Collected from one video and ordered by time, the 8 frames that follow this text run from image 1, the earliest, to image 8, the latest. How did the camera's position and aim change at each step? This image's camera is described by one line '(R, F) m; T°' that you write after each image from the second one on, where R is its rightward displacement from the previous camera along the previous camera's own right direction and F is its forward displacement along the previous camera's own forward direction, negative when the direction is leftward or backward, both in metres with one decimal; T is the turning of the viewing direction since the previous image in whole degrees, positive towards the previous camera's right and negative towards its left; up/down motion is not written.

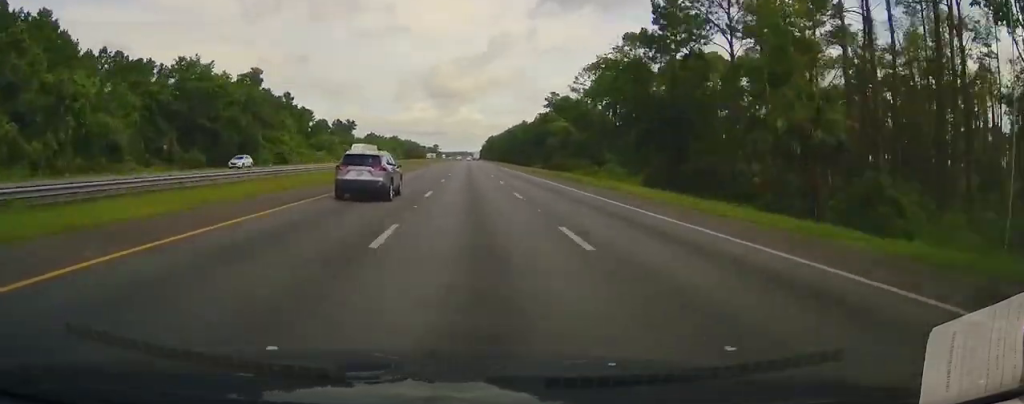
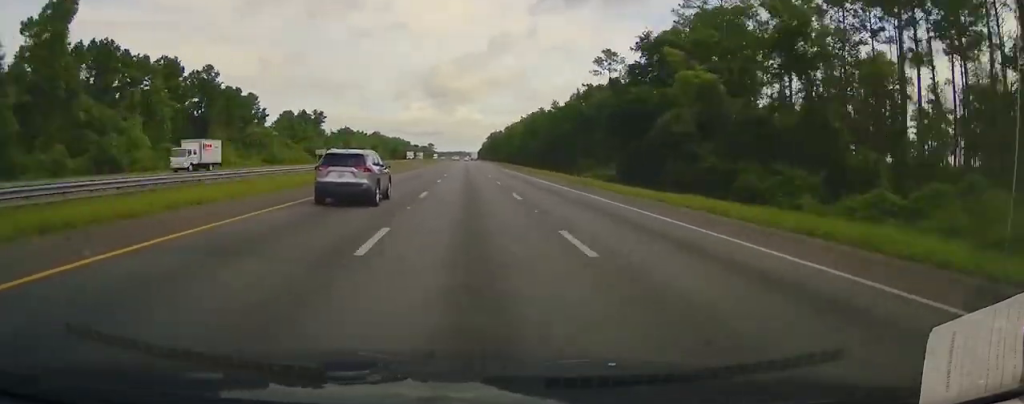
(+0.9, +62.5) m; 0°
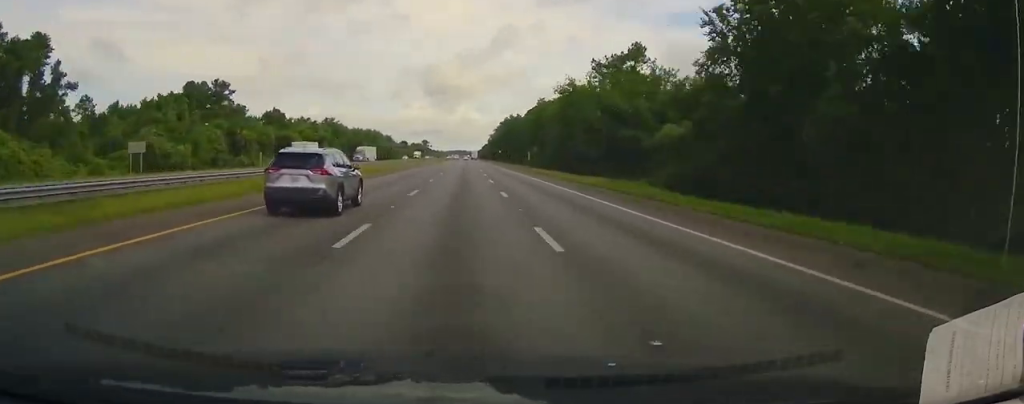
(-2.1, +98.4) m; 0°
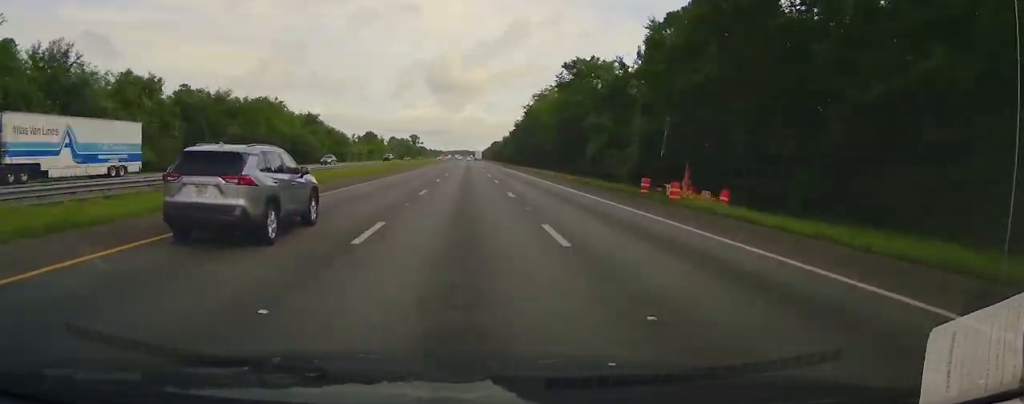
(+1.5, +147.6) m; 0°
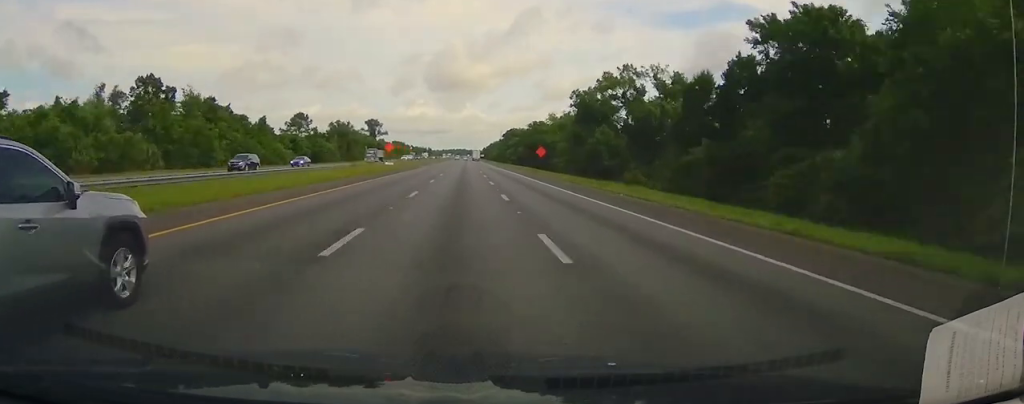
(-1.6, +174.9) m; 0°
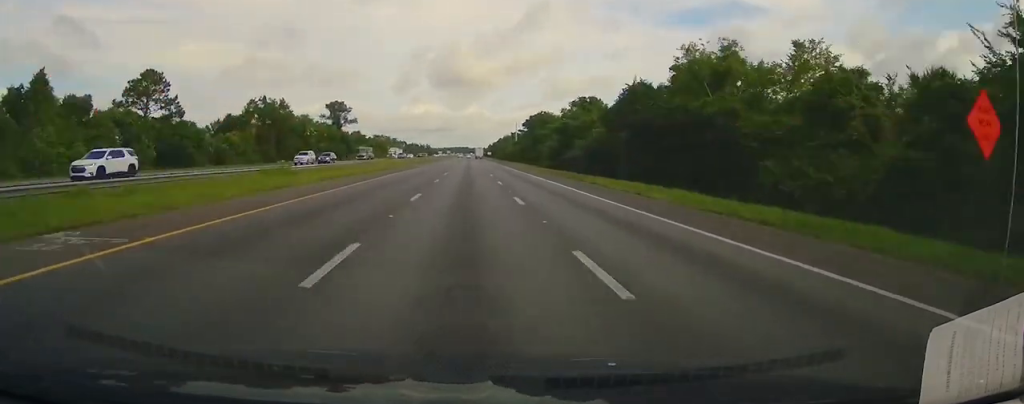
(+1.1, +76.7) m; 0°
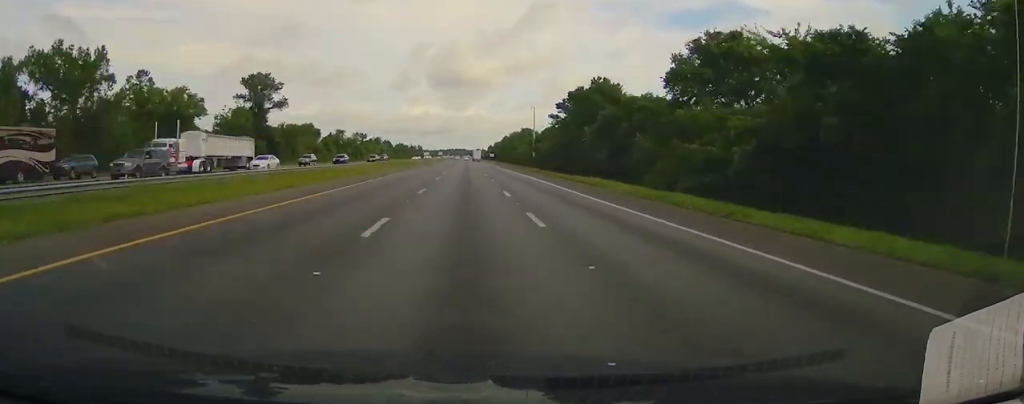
(+0.1, +67.6) m; 0°
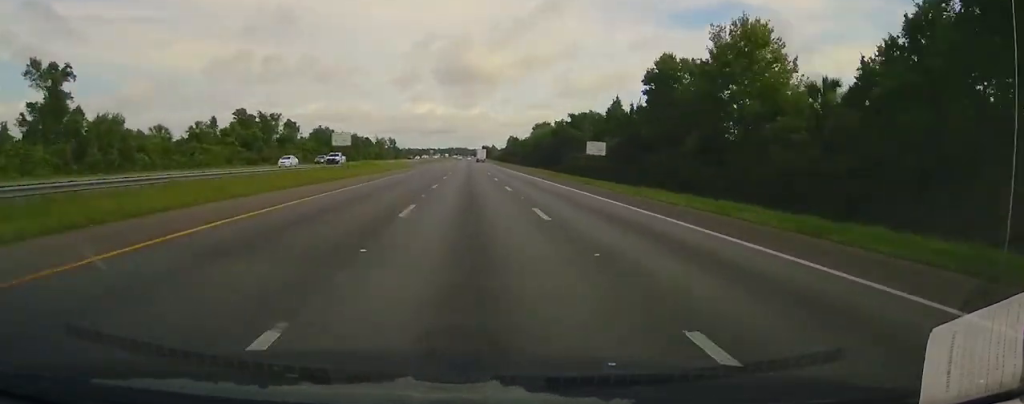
(-0.2, +207.9) m; 0°
